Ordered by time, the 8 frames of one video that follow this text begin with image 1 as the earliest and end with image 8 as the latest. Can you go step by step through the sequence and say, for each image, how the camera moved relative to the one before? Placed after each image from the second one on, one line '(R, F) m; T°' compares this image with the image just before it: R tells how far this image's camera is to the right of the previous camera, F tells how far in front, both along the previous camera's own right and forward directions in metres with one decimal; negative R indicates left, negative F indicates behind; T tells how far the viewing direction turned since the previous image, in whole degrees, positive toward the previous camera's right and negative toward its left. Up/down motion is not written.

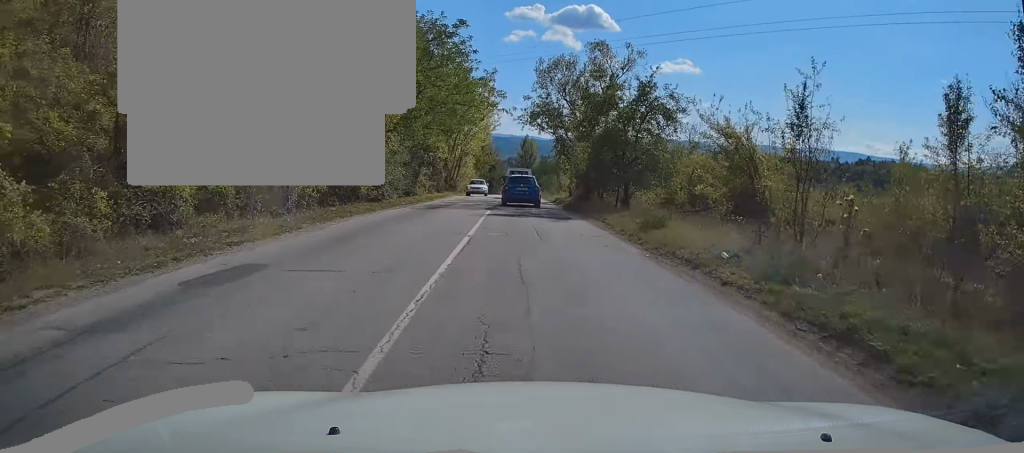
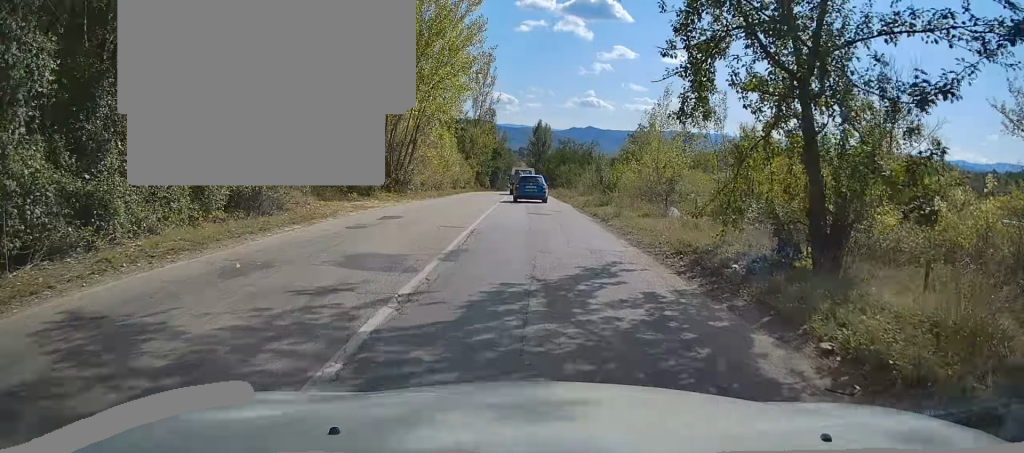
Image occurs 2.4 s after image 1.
(-0.1, +32.5) m; 0°
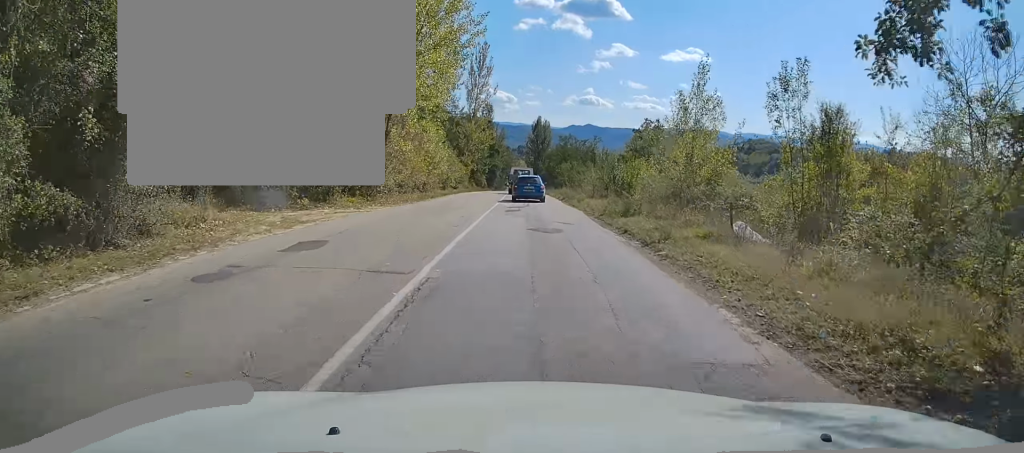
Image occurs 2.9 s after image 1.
(0.0, +6.6) m; 0°
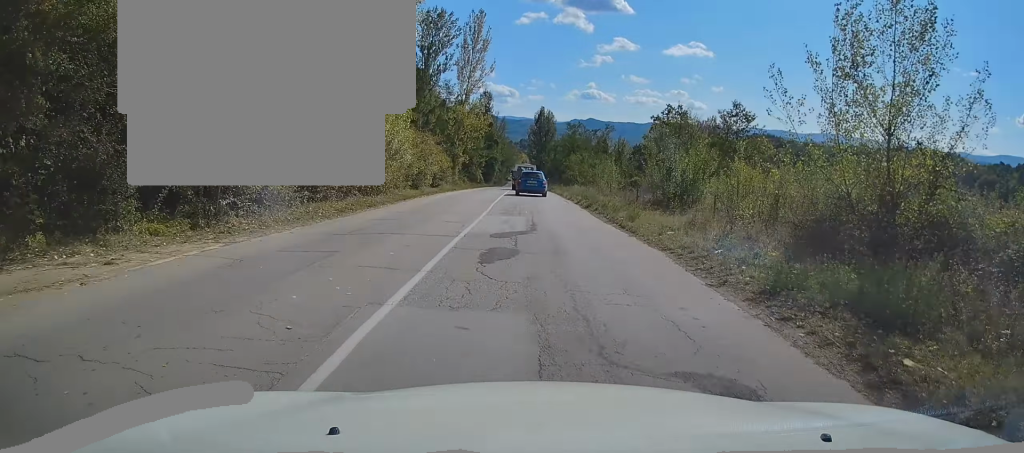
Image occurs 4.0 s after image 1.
(+0.1, +14.6) m; 0°
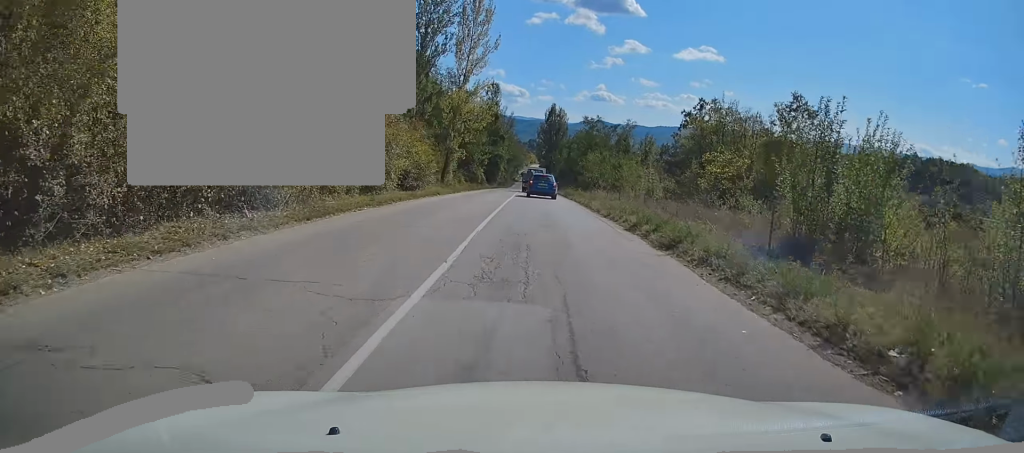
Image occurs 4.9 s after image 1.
(0.0, +12.6) m; -1°
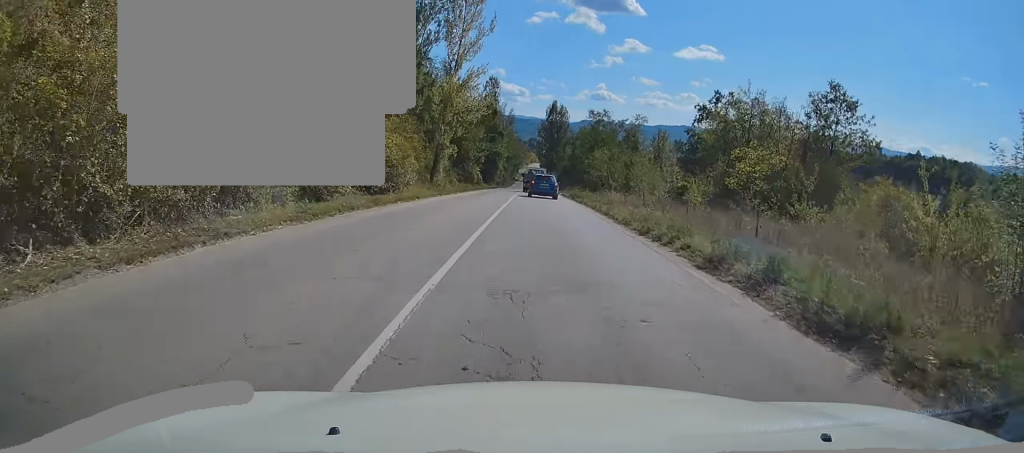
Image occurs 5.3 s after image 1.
(-0.1, +6.5) m; -1°
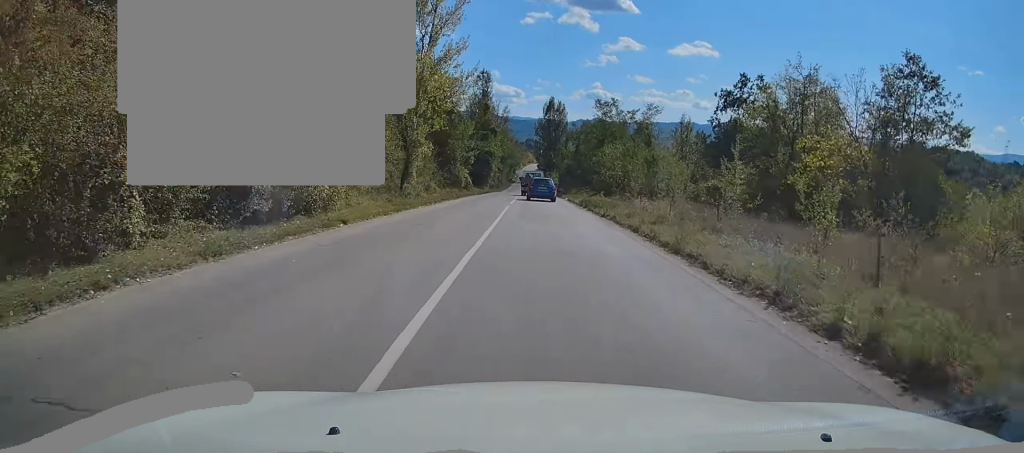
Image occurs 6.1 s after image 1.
(0.0, +10.5) m; 0°
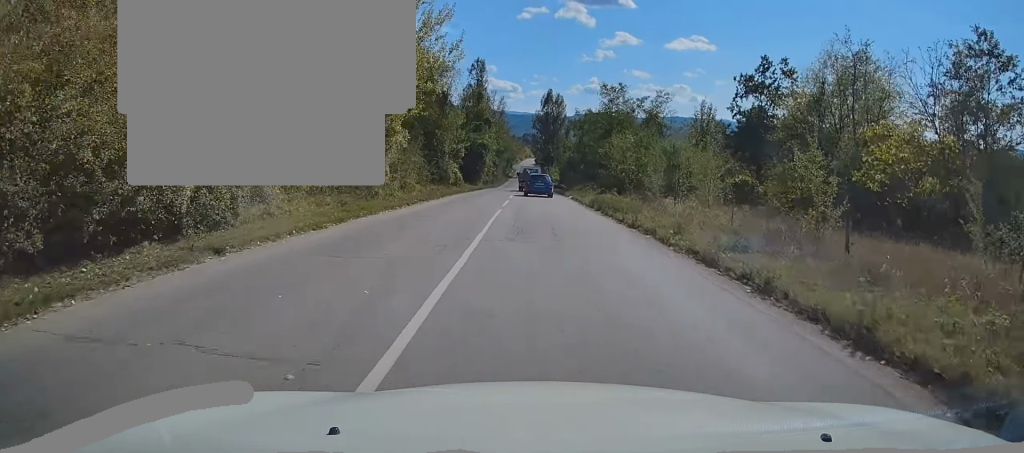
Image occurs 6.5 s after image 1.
(0.0, +7.1) m; 0°
